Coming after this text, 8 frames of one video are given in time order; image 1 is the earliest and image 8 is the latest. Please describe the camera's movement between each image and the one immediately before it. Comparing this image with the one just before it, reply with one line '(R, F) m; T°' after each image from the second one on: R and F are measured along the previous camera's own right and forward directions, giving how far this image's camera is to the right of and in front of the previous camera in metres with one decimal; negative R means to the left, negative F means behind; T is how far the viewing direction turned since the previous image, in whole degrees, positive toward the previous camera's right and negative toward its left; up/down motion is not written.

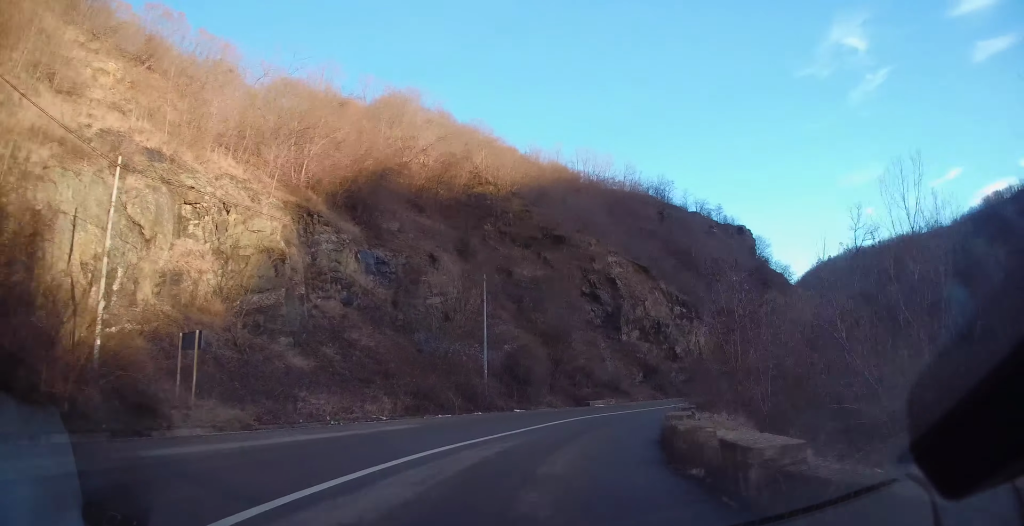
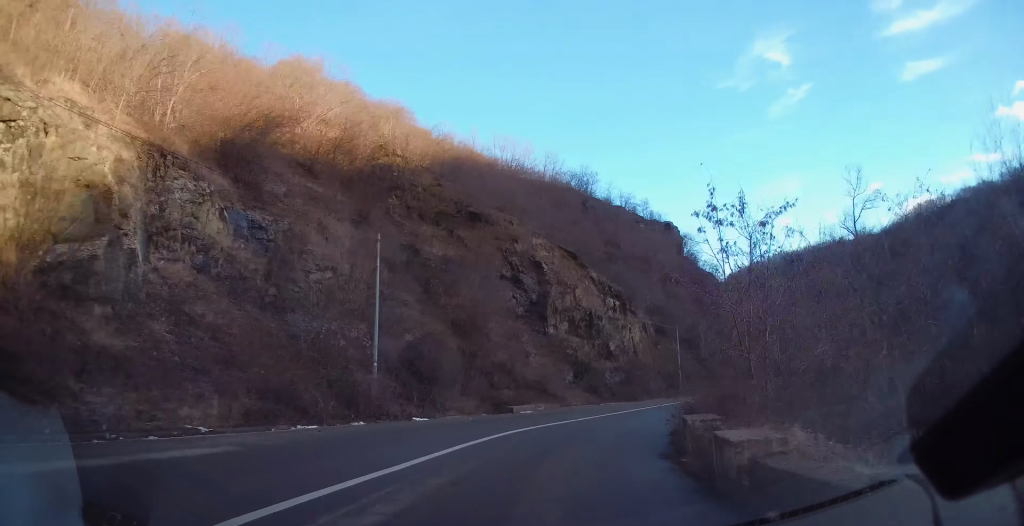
(+0.4, +7.8) m; +10°
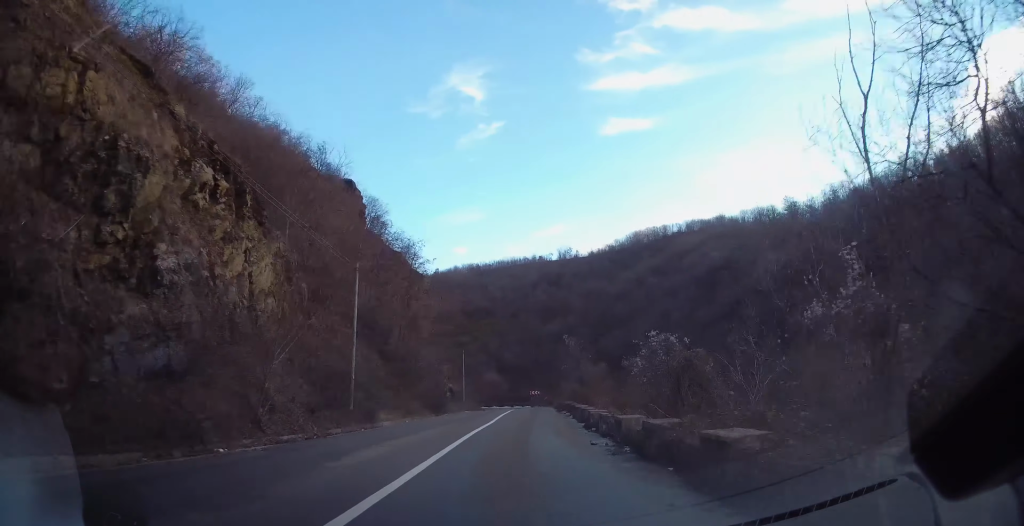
(+8.3, +29.8) m; +28°
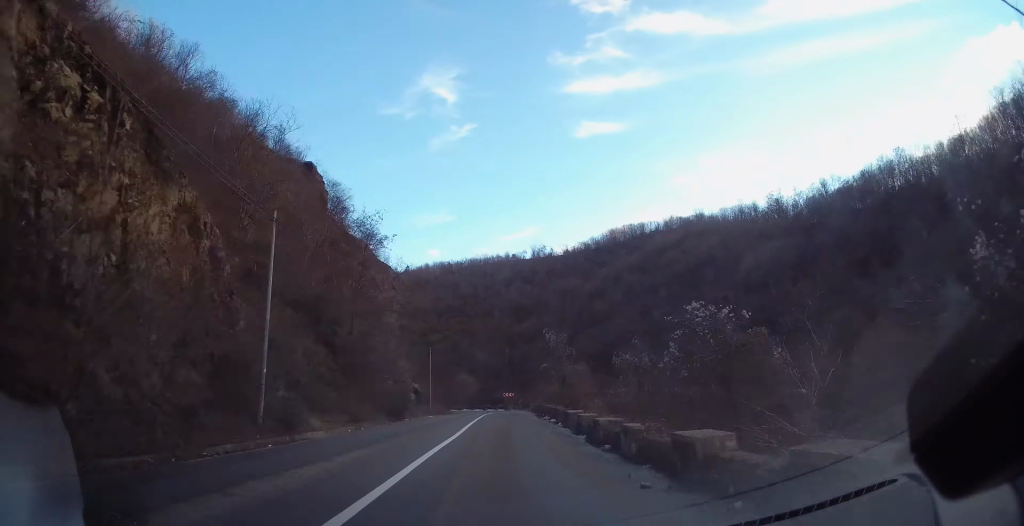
(+0.5, +7.0) m; +5°
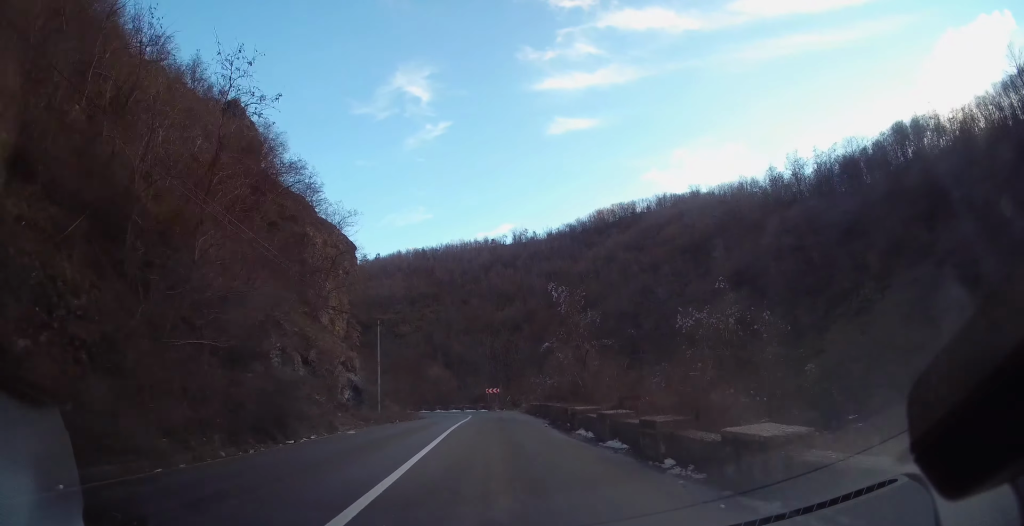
(+0.6, +18.0) m; +1°
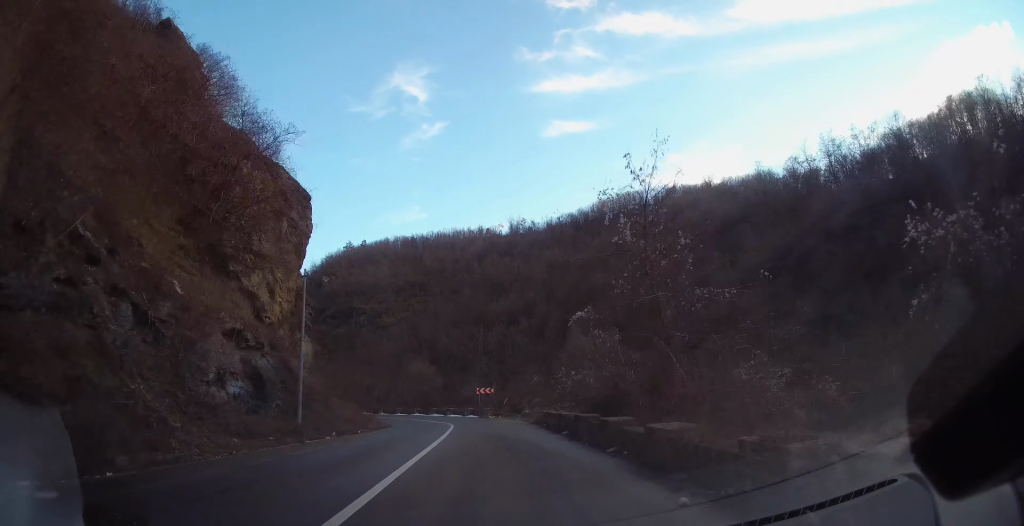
(-0.2, +14.4) m; -2°
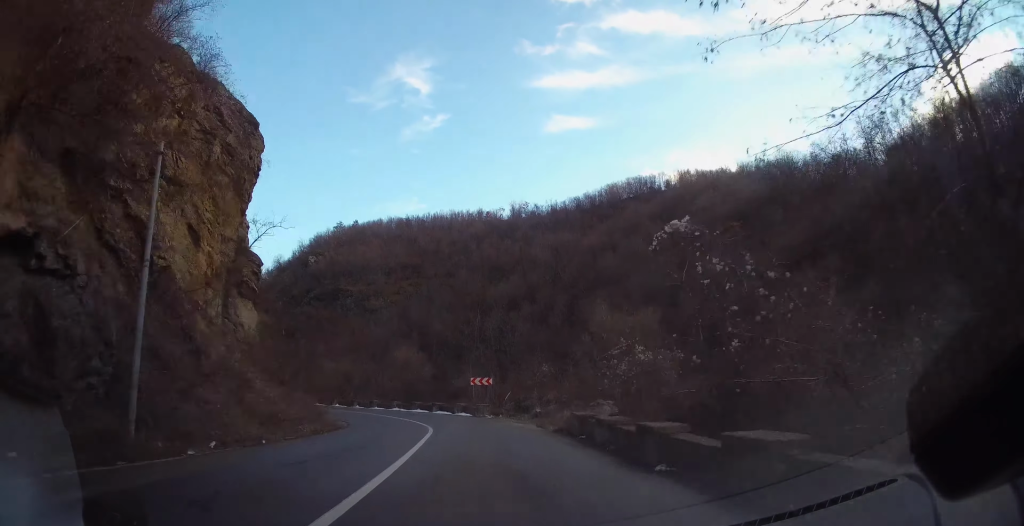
(-0.2, +11.2) m; -2°
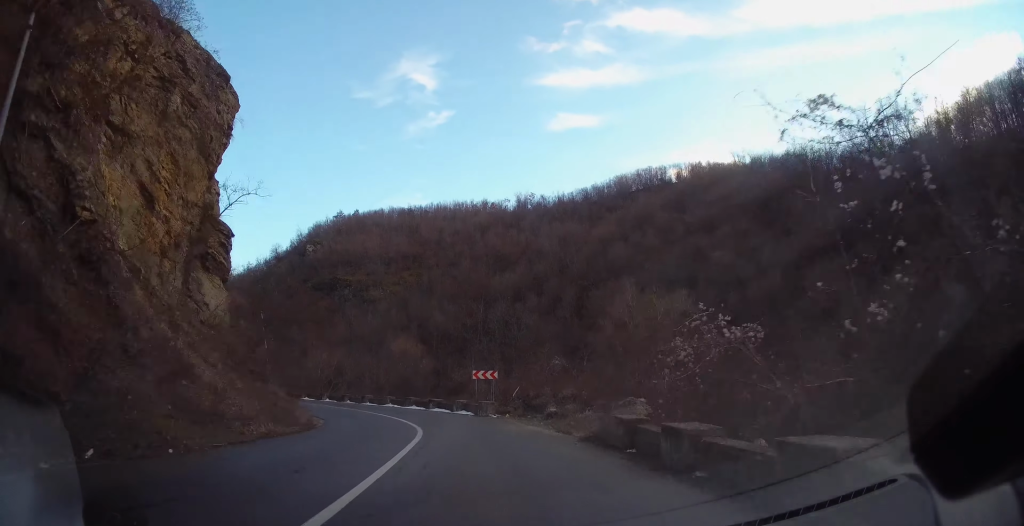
(0.0, +5.1) m; -1°
